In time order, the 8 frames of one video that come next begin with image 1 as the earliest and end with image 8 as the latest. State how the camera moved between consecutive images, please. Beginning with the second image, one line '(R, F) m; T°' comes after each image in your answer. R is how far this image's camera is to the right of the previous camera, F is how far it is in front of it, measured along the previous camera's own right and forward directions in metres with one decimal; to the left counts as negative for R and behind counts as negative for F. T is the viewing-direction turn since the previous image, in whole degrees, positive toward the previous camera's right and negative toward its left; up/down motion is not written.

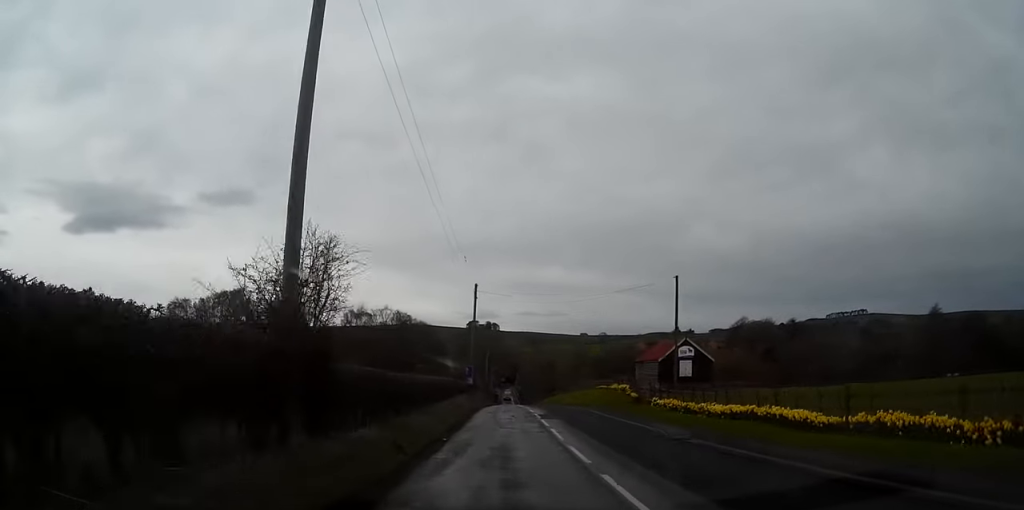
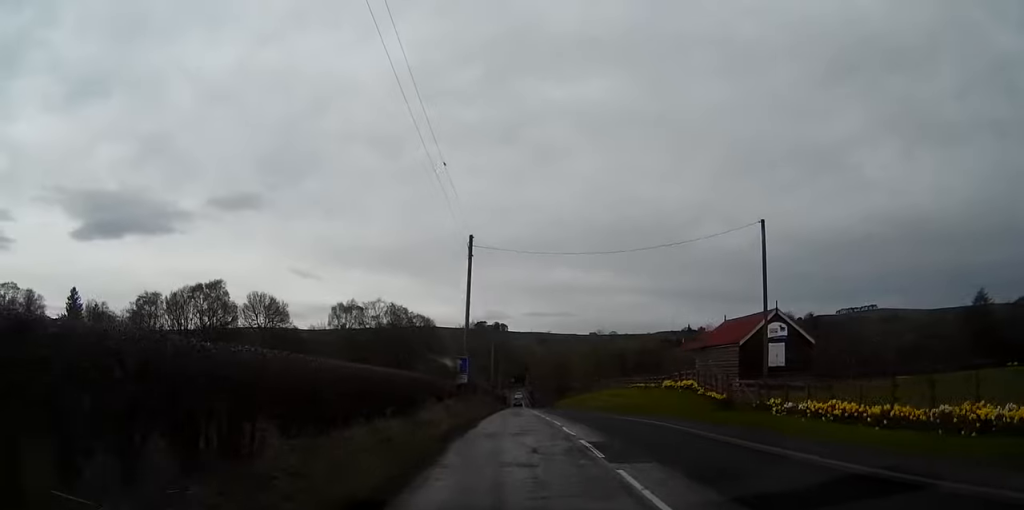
(-0.2, +18.1) m; -1°
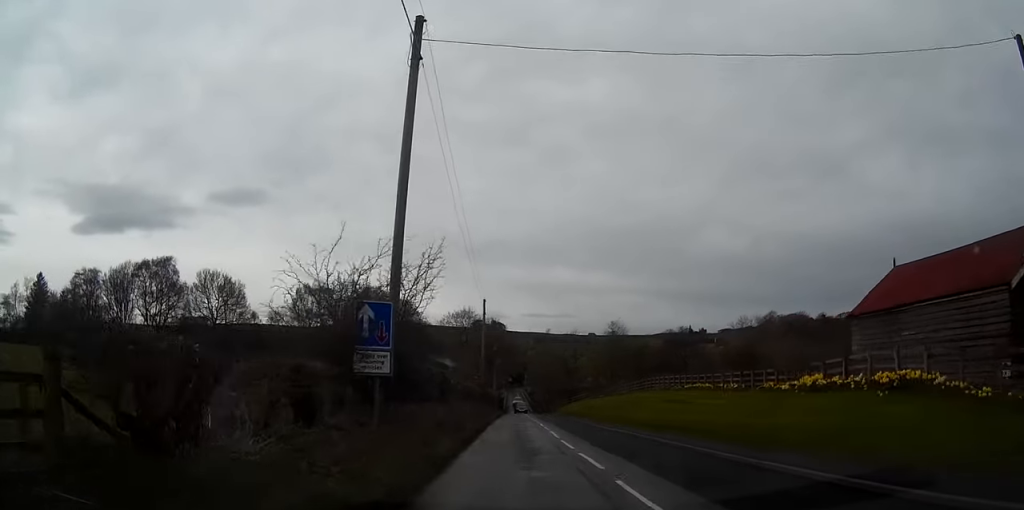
(+0.2, +23.3) m; 0°
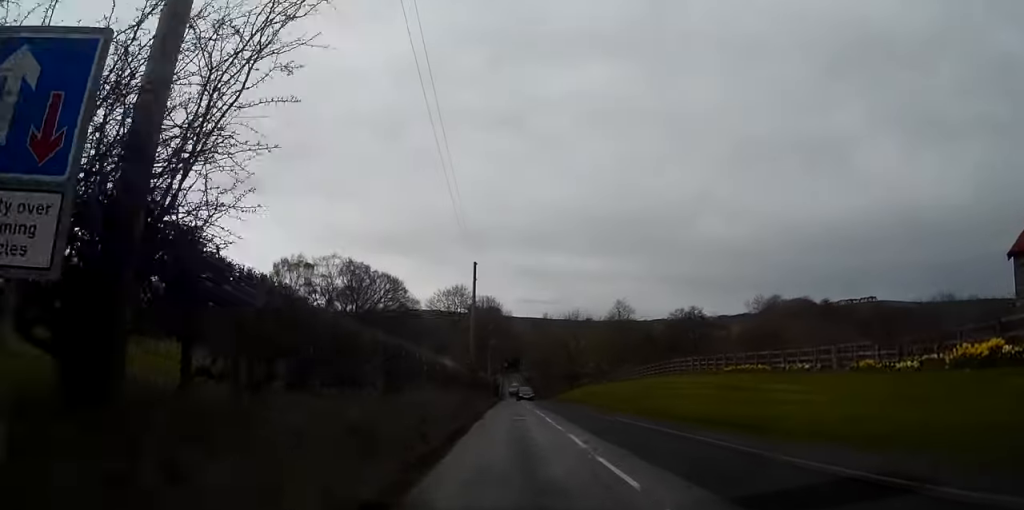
(0.0, +10.1) m; 0°
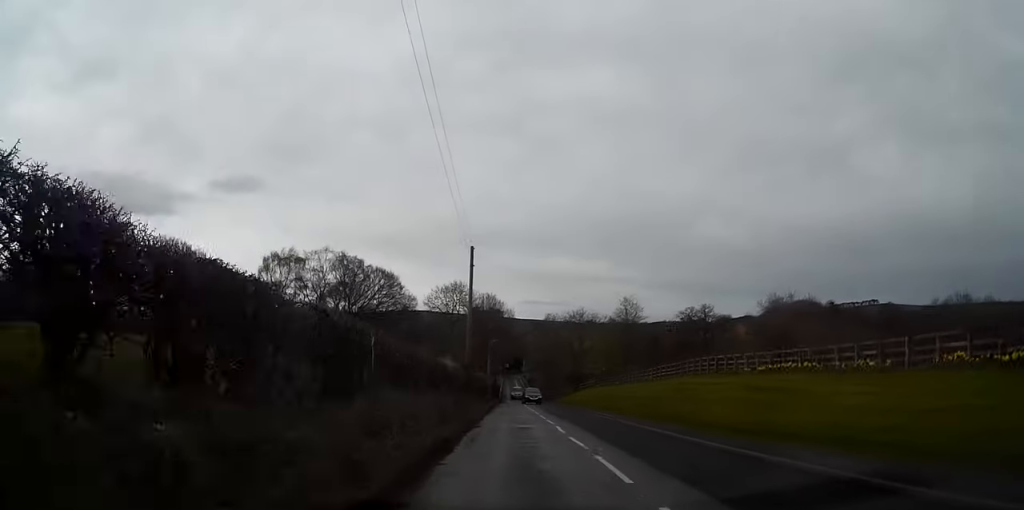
(0.0, +5.4) m; 0°
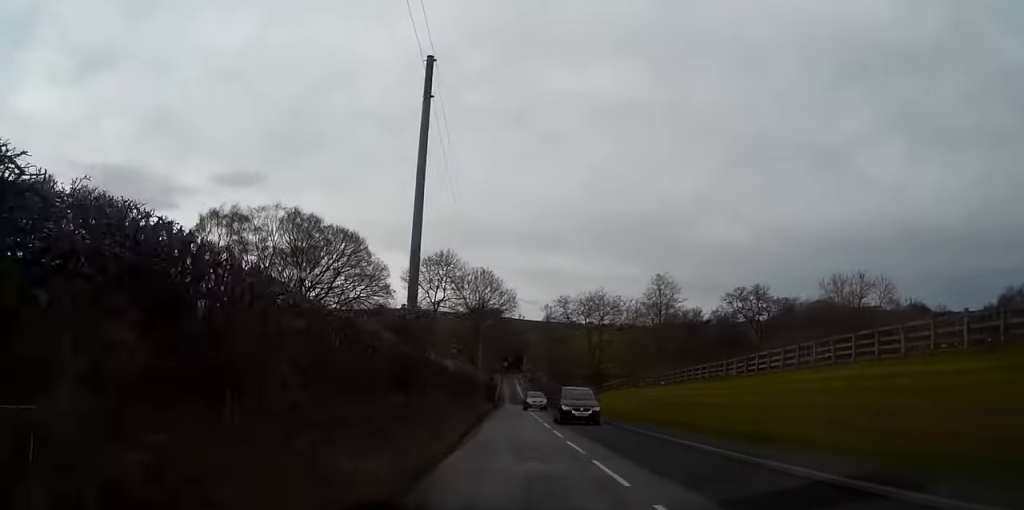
(0.0, +22.5) m; 0°
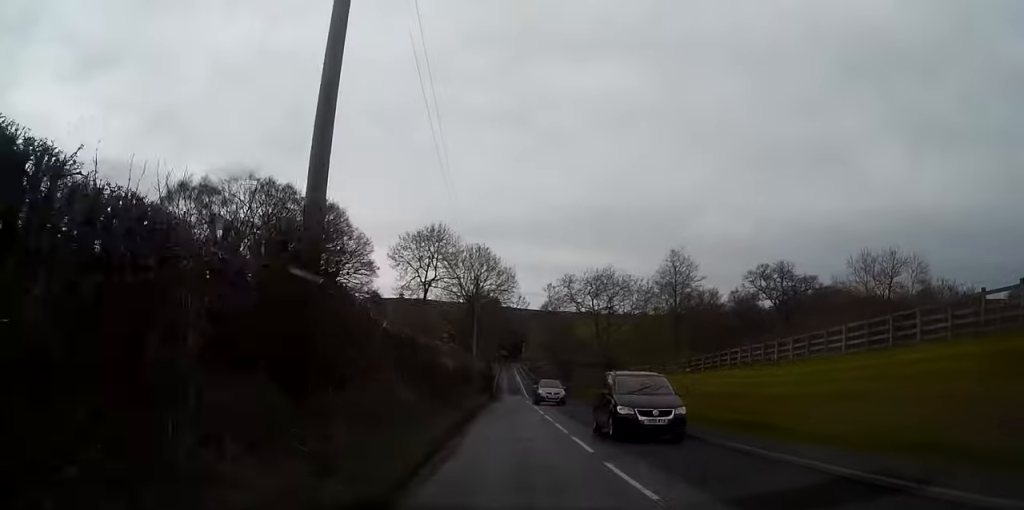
(0.0, +8.1) m; 0°
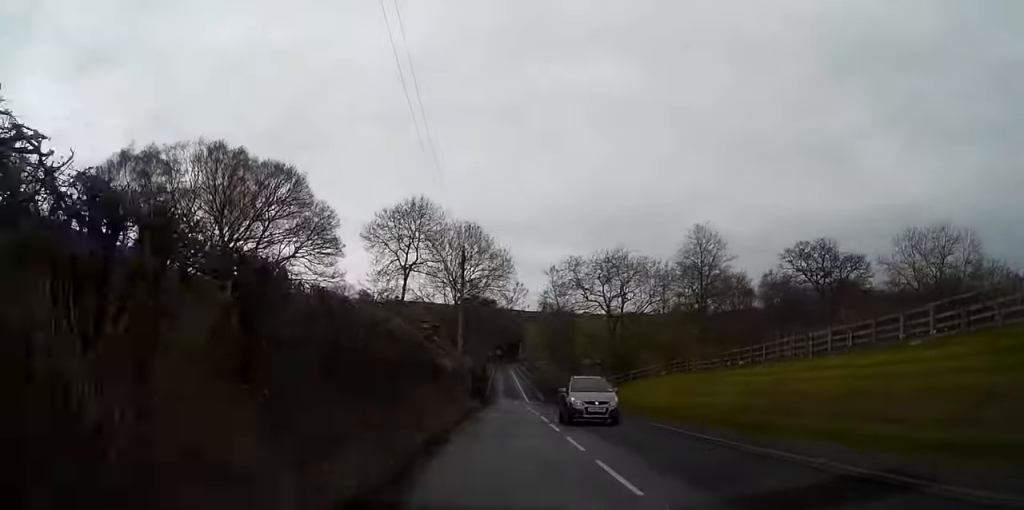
(0.0, +11.5) m; 0°
